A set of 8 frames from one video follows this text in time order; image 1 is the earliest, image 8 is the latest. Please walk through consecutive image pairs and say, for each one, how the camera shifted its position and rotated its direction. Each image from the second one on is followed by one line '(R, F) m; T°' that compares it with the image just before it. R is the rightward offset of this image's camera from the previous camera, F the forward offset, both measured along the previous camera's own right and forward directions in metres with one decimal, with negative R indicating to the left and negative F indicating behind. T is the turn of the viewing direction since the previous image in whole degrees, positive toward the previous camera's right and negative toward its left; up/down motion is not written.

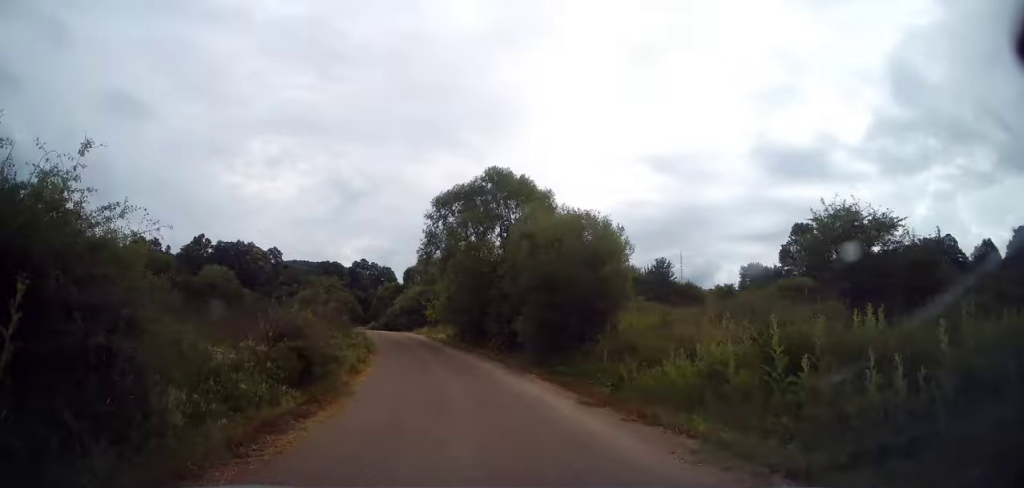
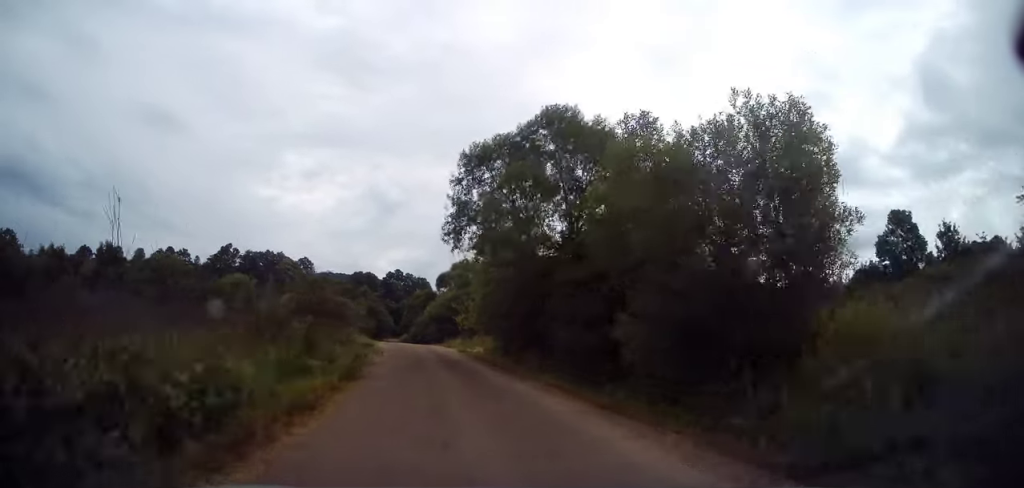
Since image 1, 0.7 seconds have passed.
(-0.3, +8.7) m; -3°
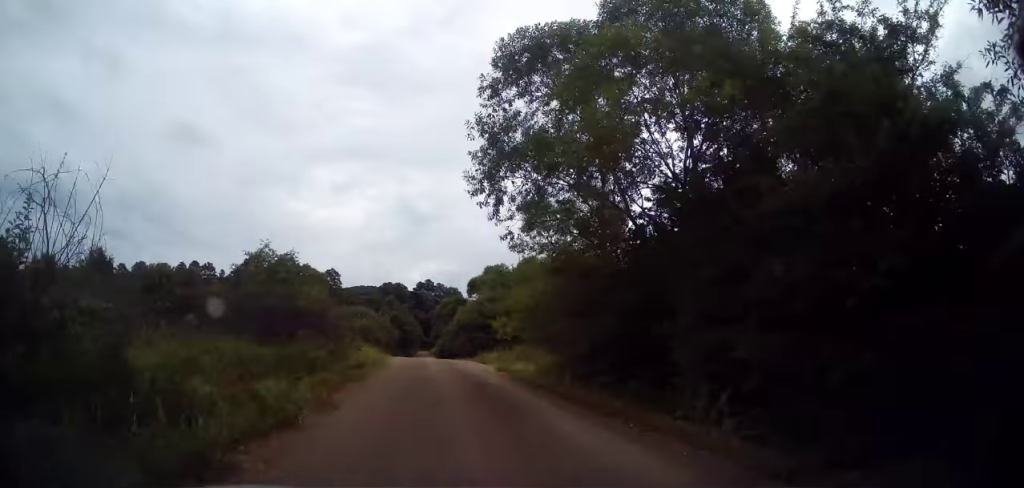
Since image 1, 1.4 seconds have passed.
(-0.2, +8.0) m; -3°
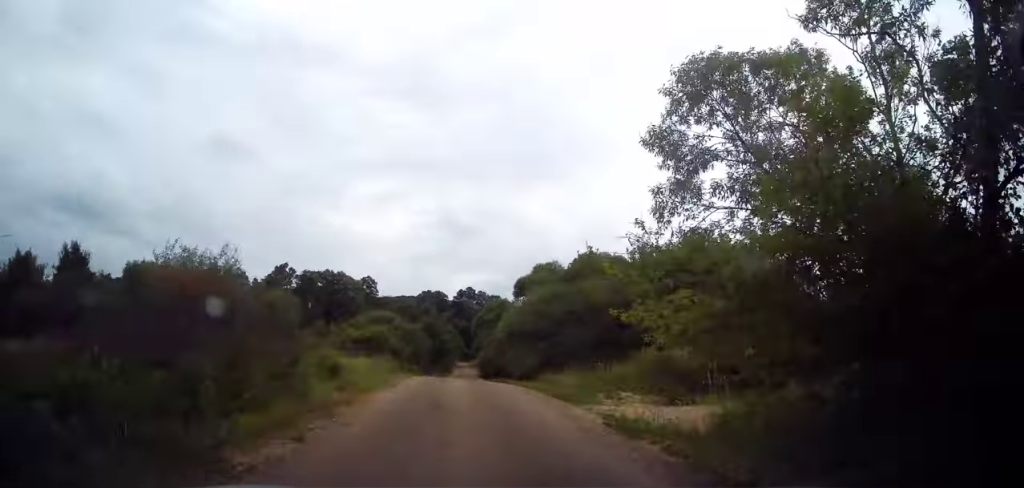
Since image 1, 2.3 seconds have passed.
(-0.3, +11.3) m; -4°
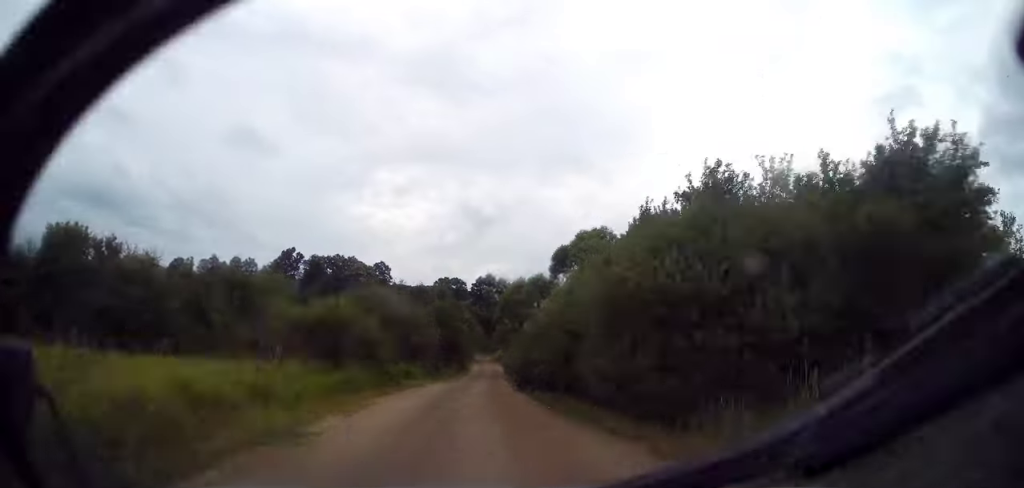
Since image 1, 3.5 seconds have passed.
(-0.8, +14.4) m; -3°
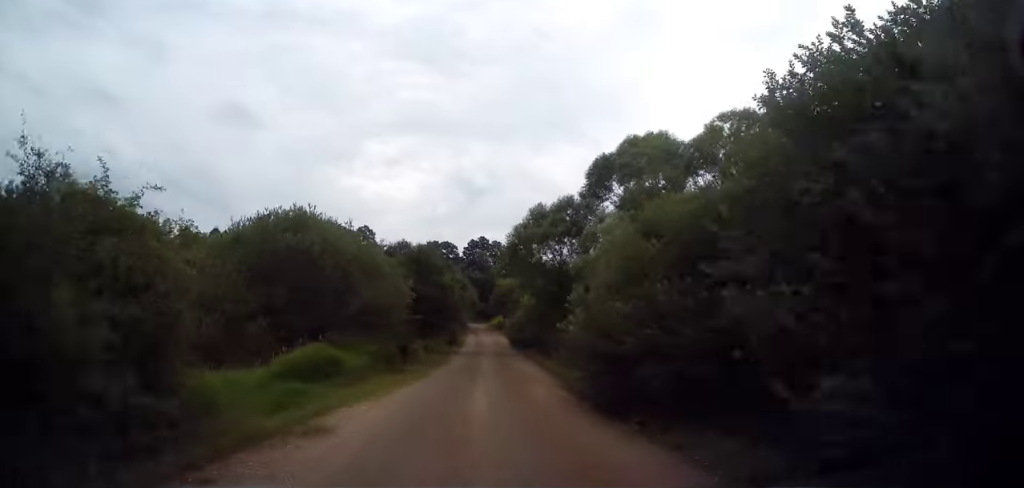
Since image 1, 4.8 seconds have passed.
(0.0, +16.2) m; +1°
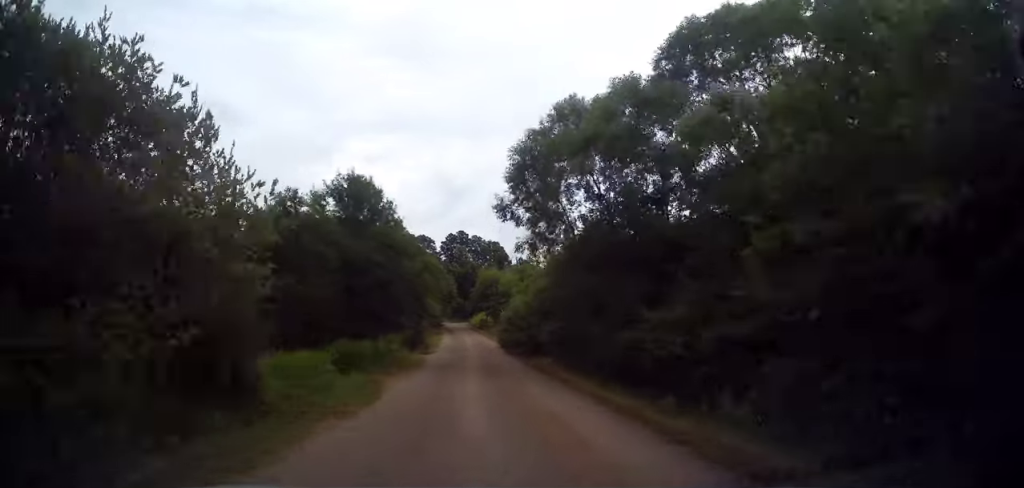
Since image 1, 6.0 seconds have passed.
(+0.1, +14.9) m; 0°
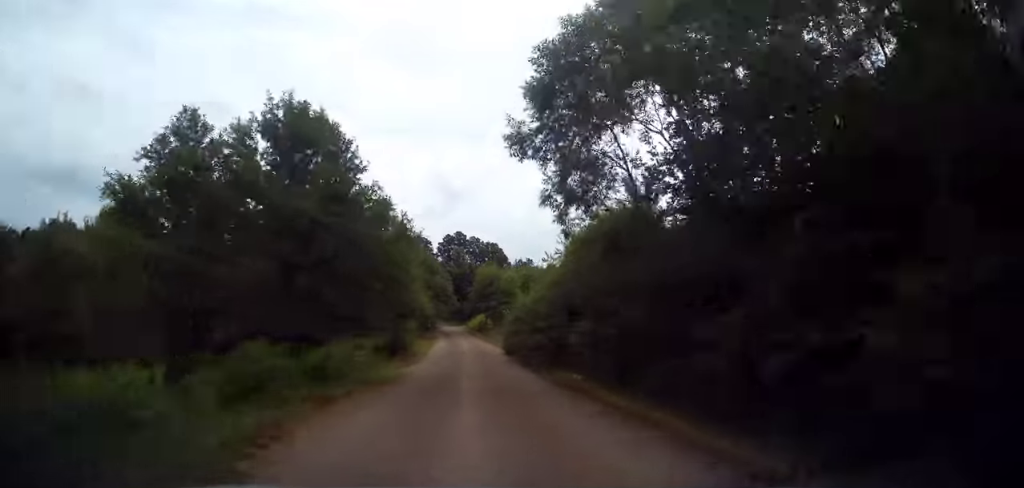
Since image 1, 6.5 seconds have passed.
(0.0, +6.6) m; +1°
